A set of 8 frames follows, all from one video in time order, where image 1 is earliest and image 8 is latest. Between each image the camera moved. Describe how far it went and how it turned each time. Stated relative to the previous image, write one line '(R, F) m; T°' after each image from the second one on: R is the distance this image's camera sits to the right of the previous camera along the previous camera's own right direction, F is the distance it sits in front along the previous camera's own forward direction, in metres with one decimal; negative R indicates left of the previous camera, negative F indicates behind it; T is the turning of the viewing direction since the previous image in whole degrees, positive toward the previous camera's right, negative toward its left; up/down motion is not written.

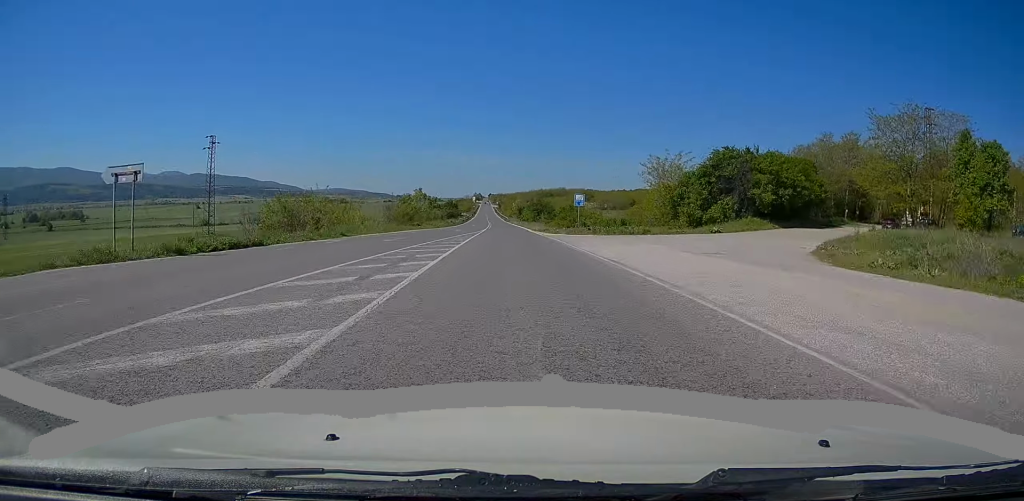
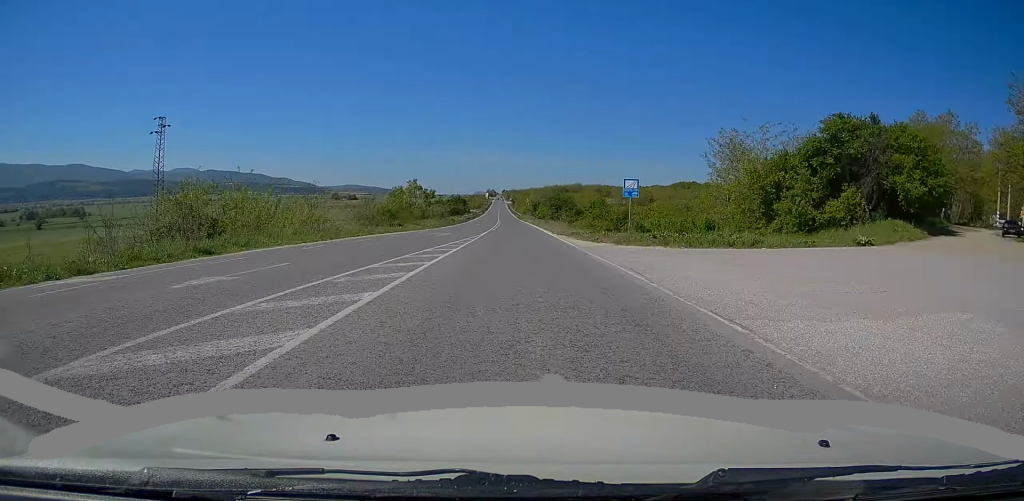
(-0.5, +16.8) m; -1°
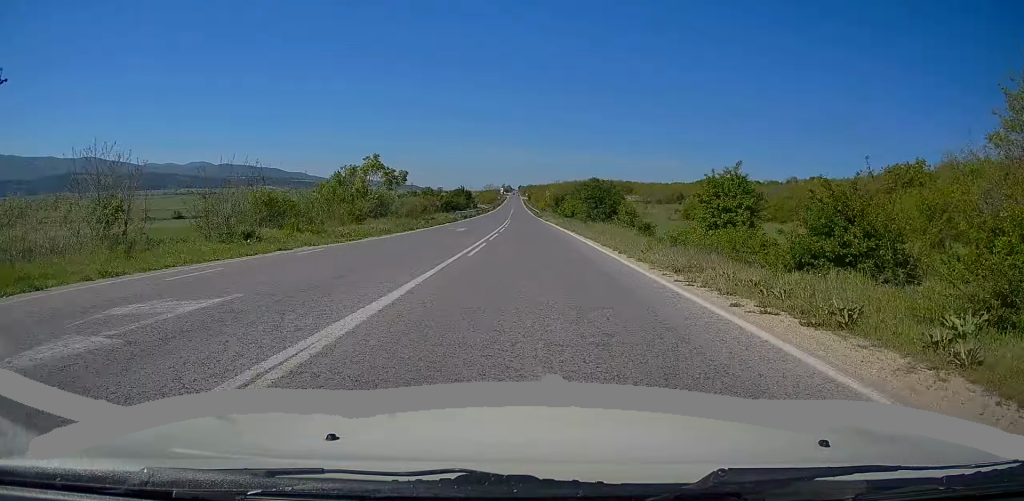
(-0.5, +29.9) m; -2°
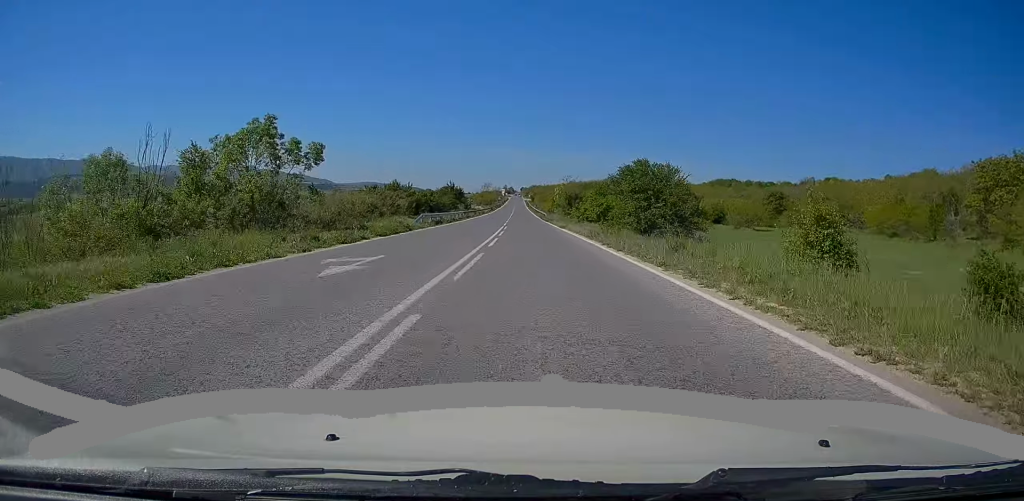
(-0.3, +23.3) m; -1°
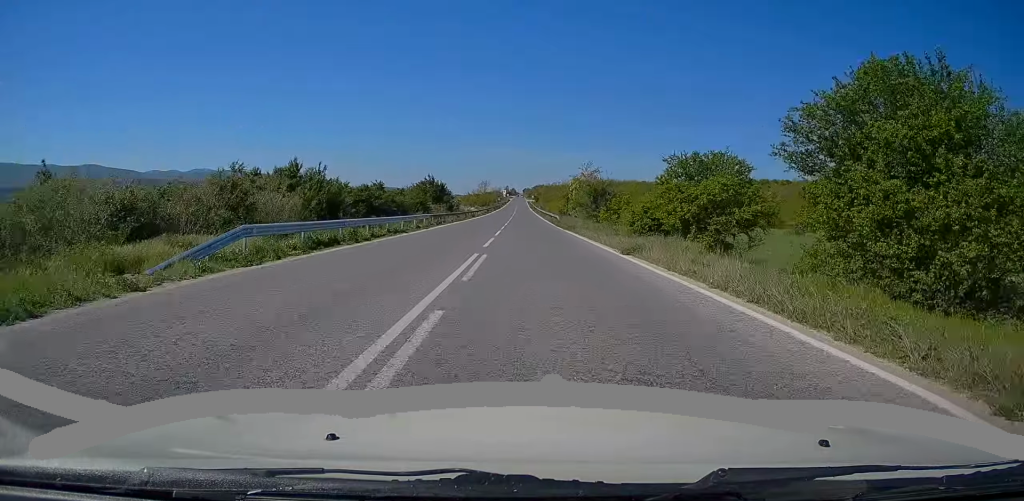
(-0.1, +26.8) m; 0°
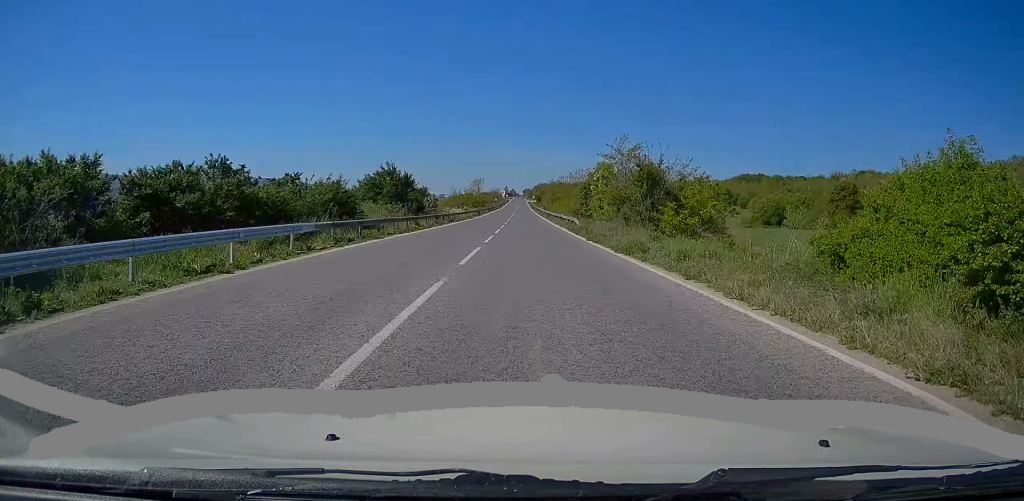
(+0.1, +24.4) m; 0°
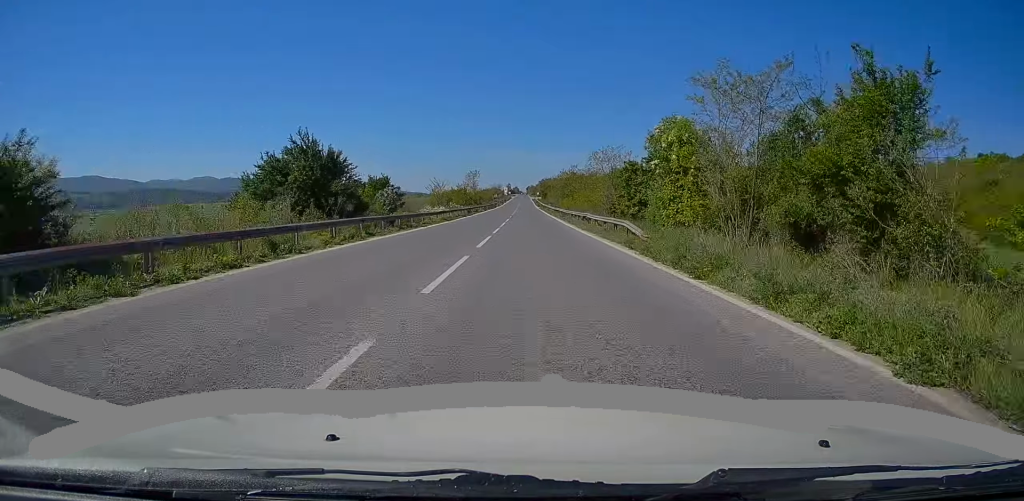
(-0.2, +22.8) m; 0°
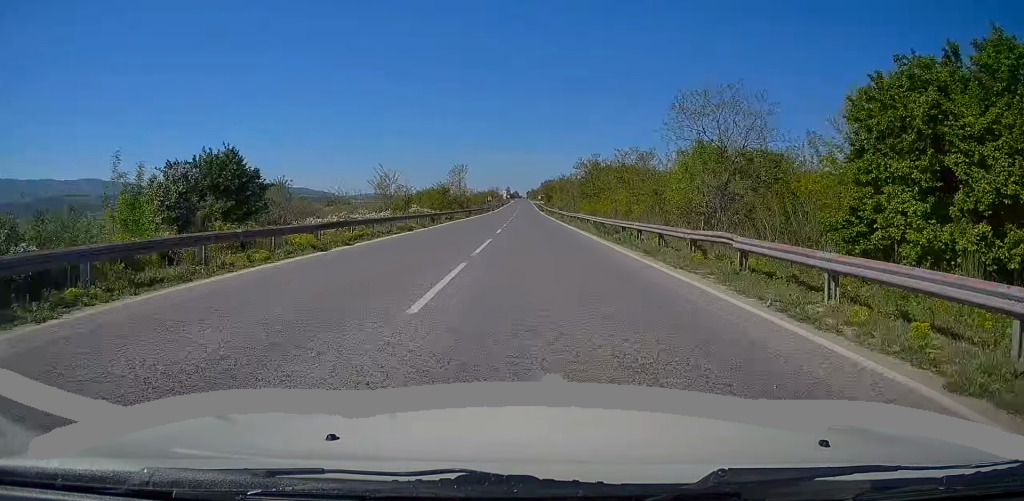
(+0.3, +28.8) m; +1°
